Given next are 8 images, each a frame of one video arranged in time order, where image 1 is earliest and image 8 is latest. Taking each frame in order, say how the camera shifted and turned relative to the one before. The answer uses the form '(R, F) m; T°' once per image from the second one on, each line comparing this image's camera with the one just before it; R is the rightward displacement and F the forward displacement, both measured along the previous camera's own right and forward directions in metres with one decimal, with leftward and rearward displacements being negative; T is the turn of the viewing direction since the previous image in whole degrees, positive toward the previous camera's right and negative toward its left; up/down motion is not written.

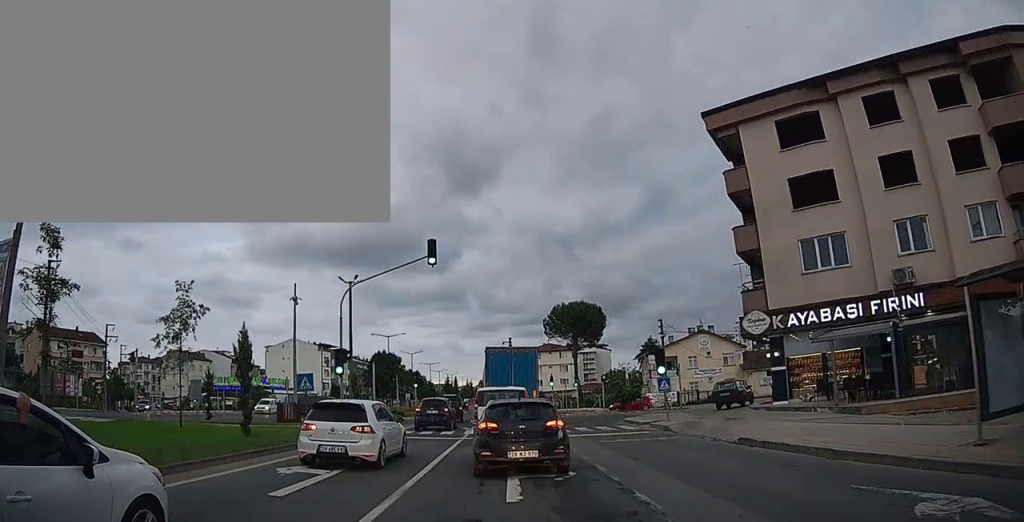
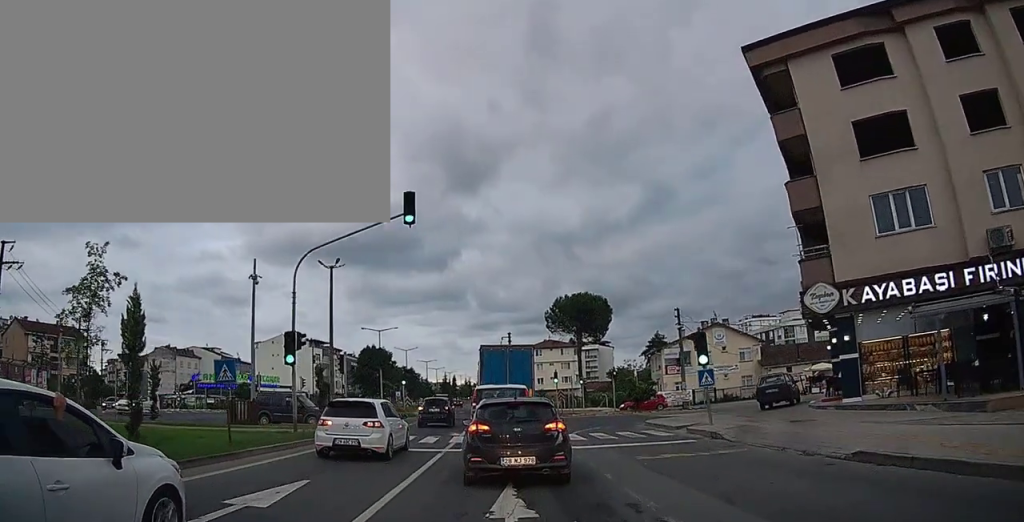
(-0.2, +5.4) m; -3°
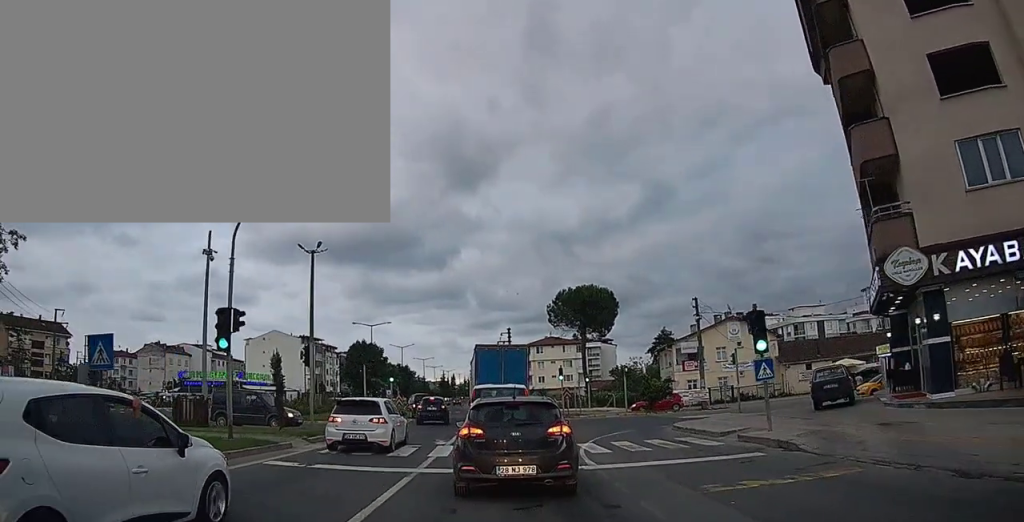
(0.0, +4.8) m; 0°
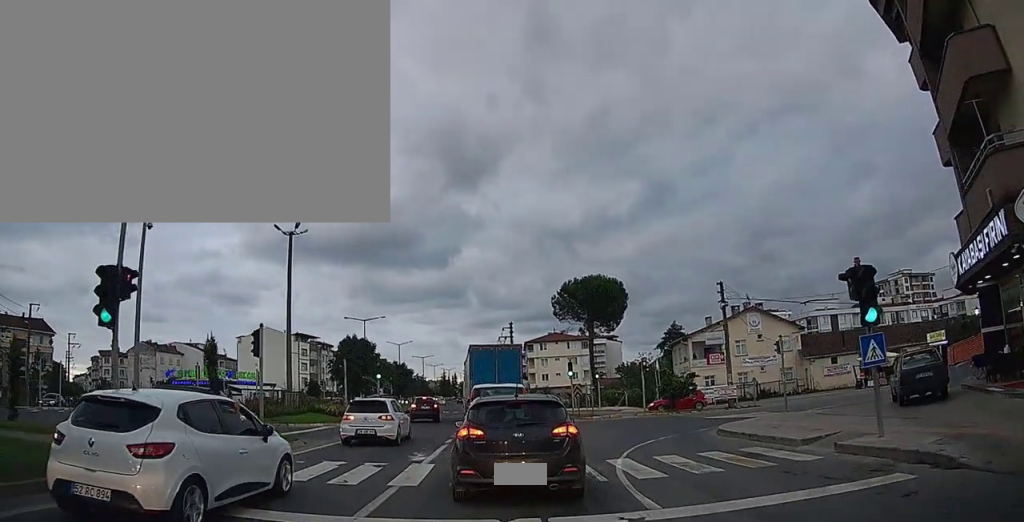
(0.0, +5.2) m; +1°
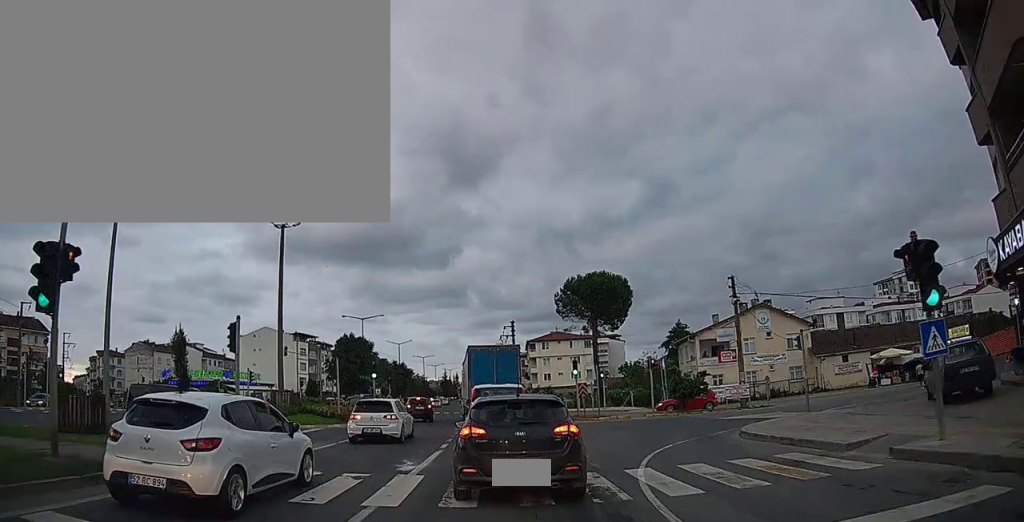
(0.0, +1.8) m; +1°
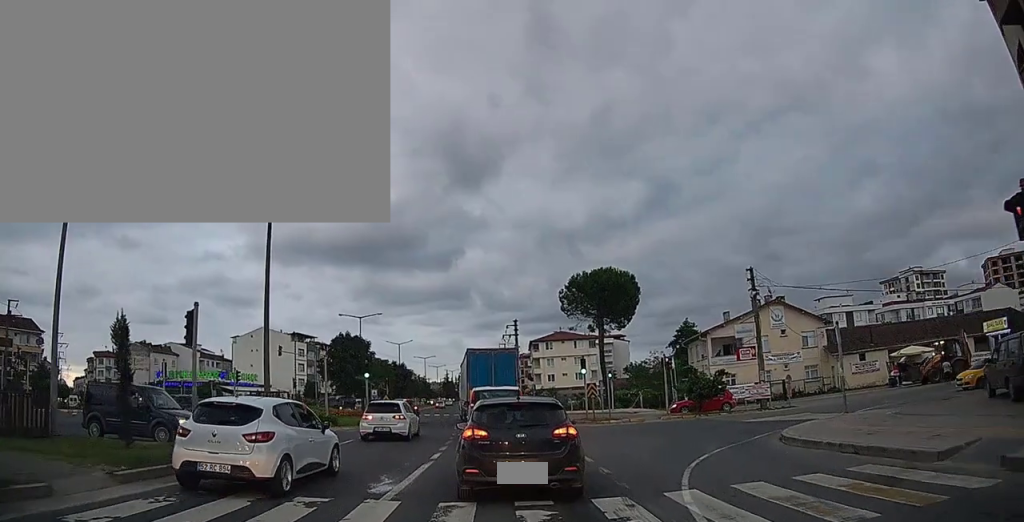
(0.0, +2.7) m; +1°
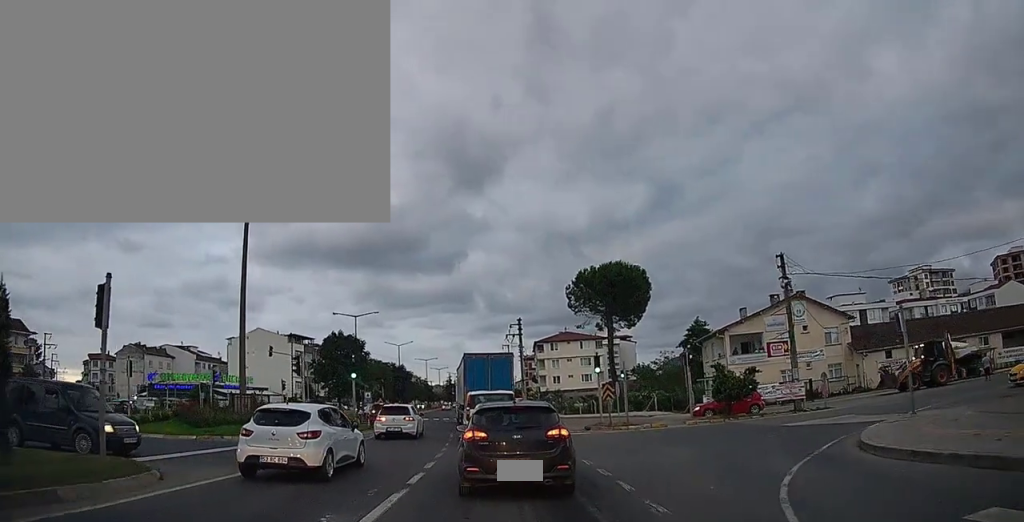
(+0.2, +3.6) m; 0°
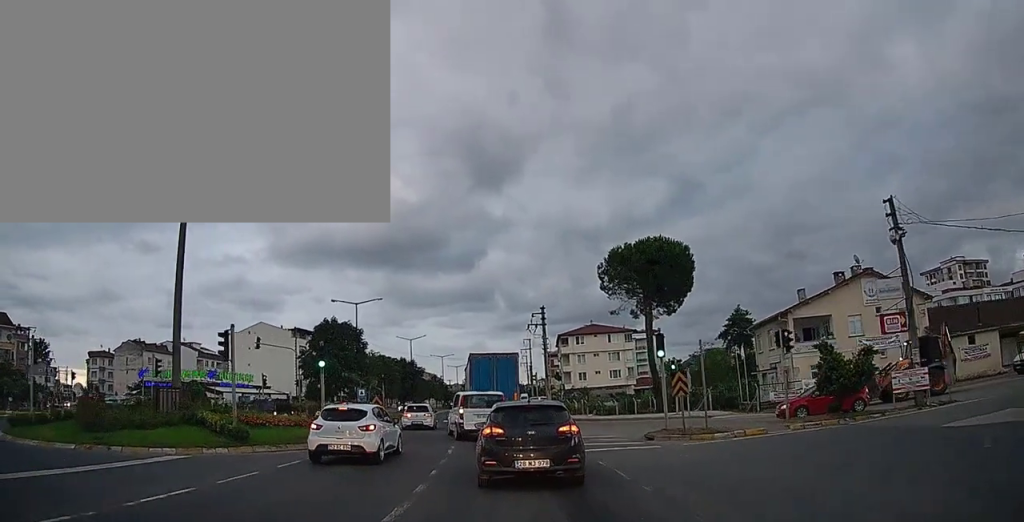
(-0.5, +8.0) m; -6°
